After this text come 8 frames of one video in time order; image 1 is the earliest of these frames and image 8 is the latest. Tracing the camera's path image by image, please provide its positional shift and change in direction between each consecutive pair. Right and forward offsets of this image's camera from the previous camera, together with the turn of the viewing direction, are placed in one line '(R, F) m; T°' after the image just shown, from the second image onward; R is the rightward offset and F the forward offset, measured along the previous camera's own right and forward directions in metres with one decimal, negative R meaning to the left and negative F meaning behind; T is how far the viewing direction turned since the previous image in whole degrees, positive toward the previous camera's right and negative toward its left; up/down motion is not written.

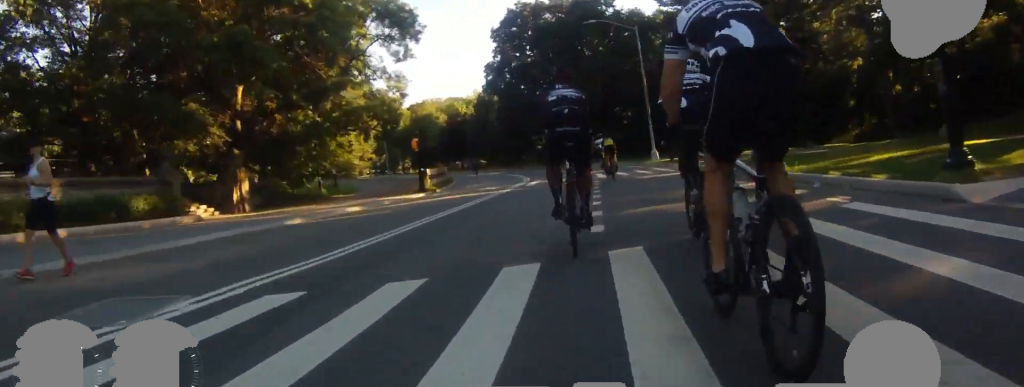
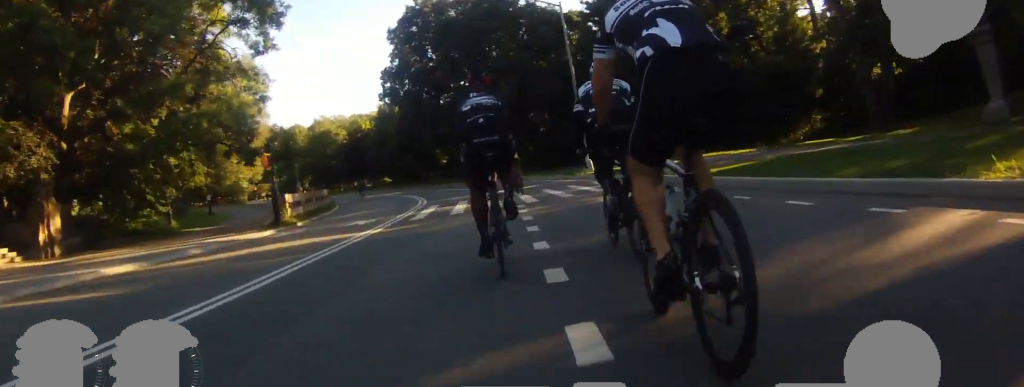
(-1.0, +7.8) m; -7°
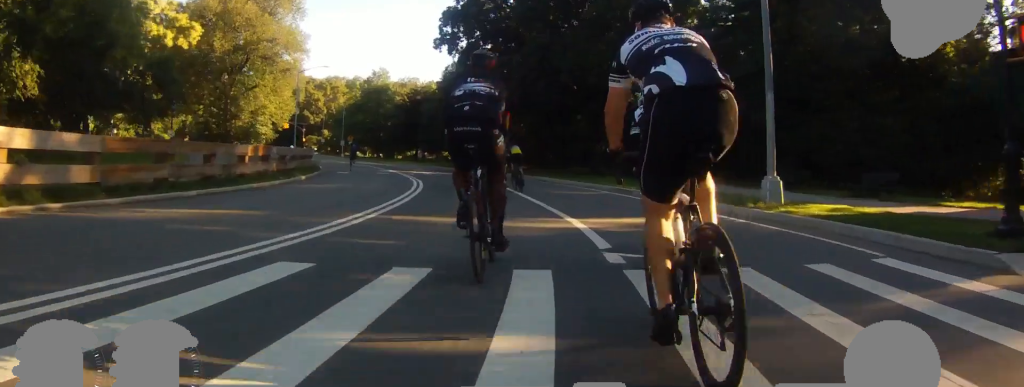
(-0.5, +15.3) m; -2°
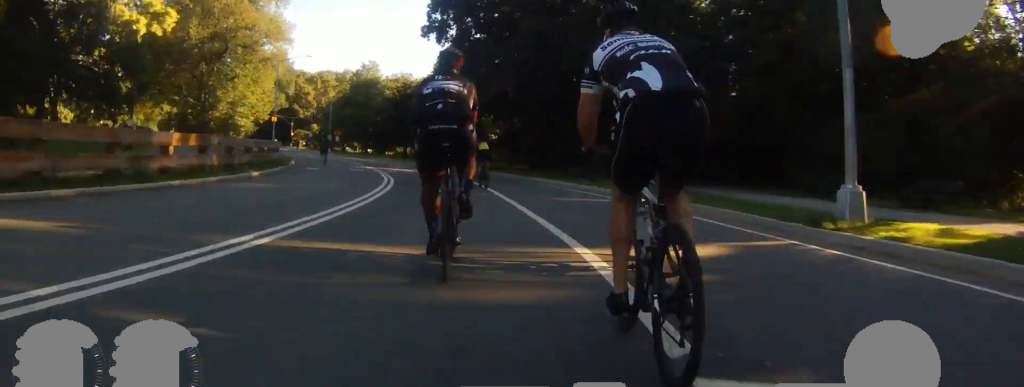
(0.0, +3.6) m; 0°
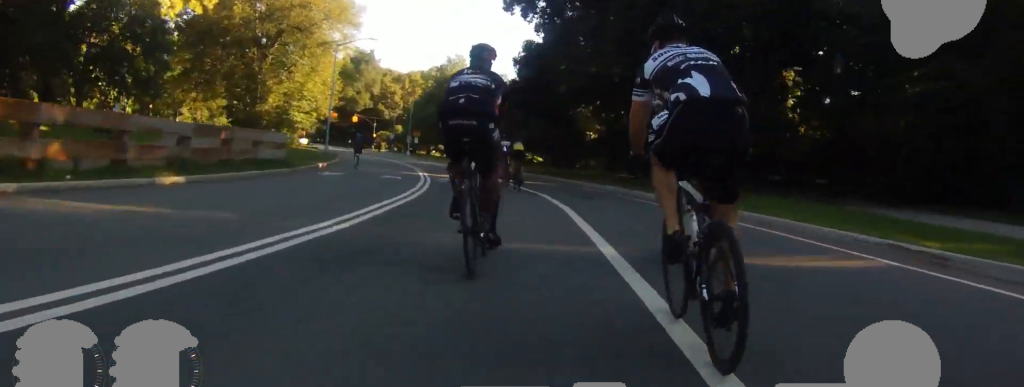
(0.0, +8.9) m; 0°
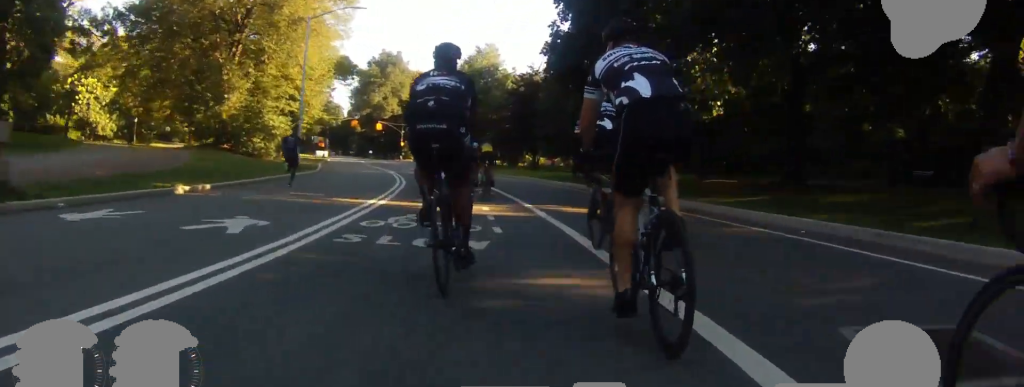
(0.0, +12.6) m; 0°
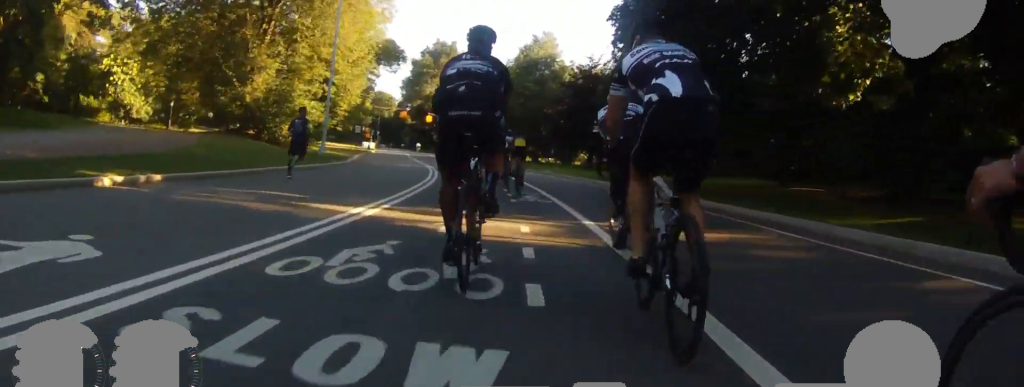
(0.0, +3.8) m; 0°
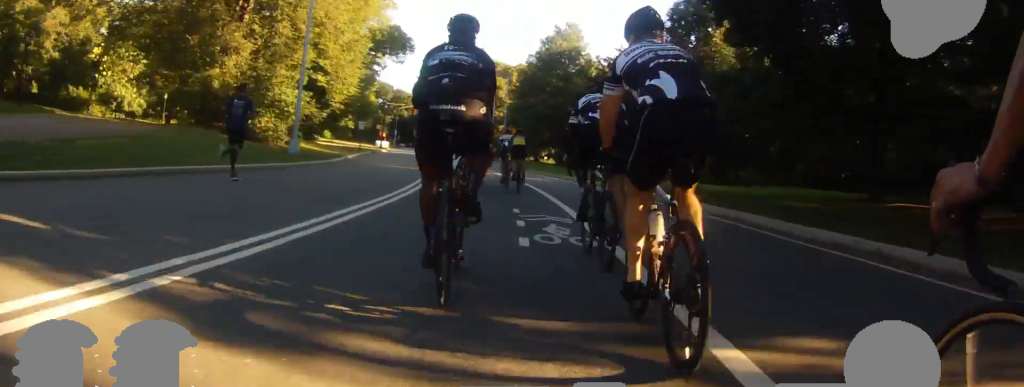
(0.0, +5.5) m; 0°
